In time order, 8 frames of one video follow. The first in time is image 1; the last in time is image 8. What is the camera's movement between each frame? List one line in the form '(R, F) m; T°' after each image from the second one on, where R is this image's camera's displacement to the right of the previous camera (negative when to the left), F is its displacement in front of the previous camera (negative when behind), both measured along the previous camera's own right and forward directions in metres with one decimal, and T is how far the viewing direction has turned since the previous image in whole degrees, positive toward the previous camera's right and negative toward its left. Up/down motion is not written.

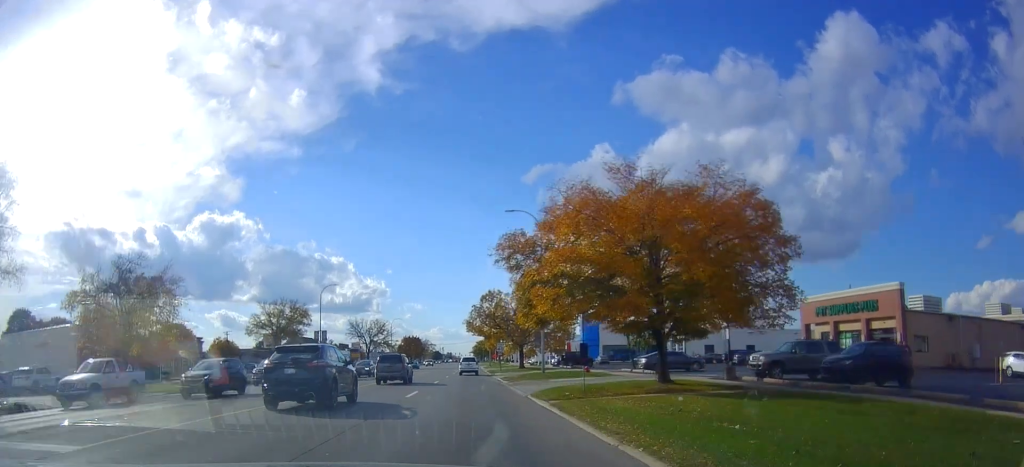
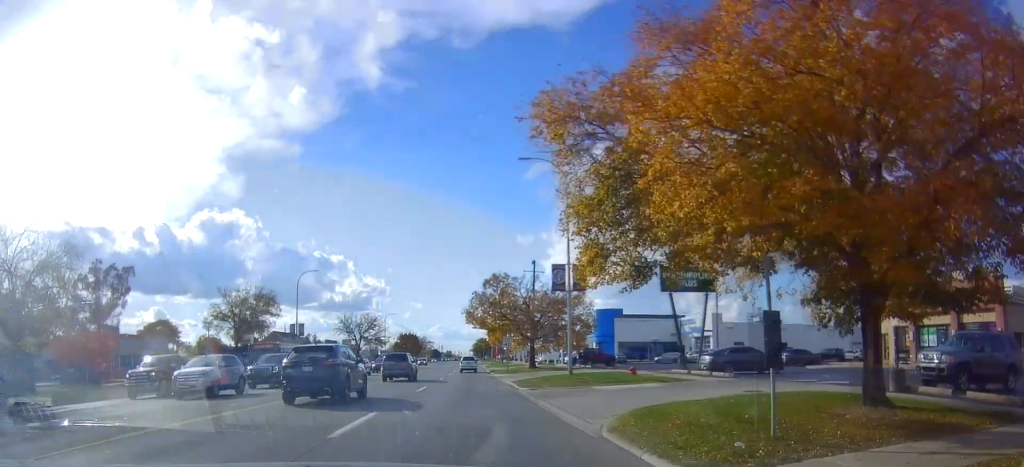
(0.0, +10.0) m; 0°
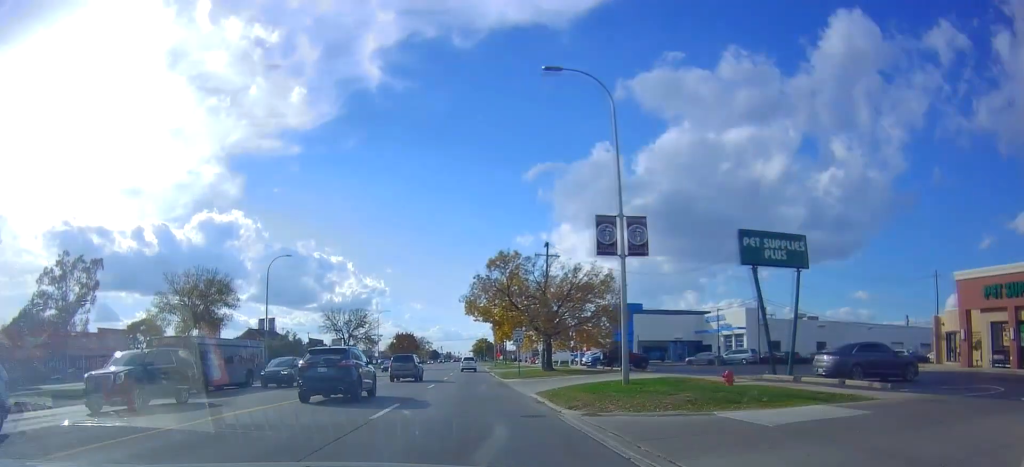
(+0.2, +10.0) m; 0°
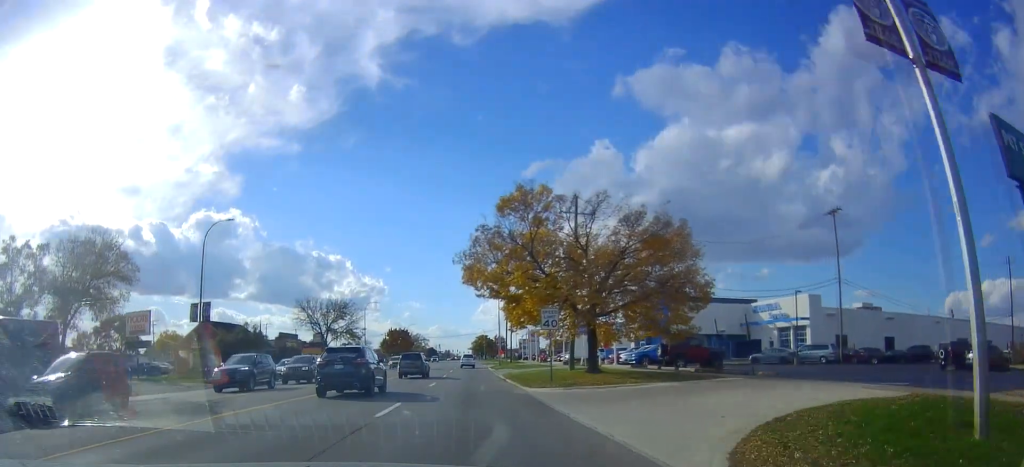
(-0.1, +14.6) m; +1°
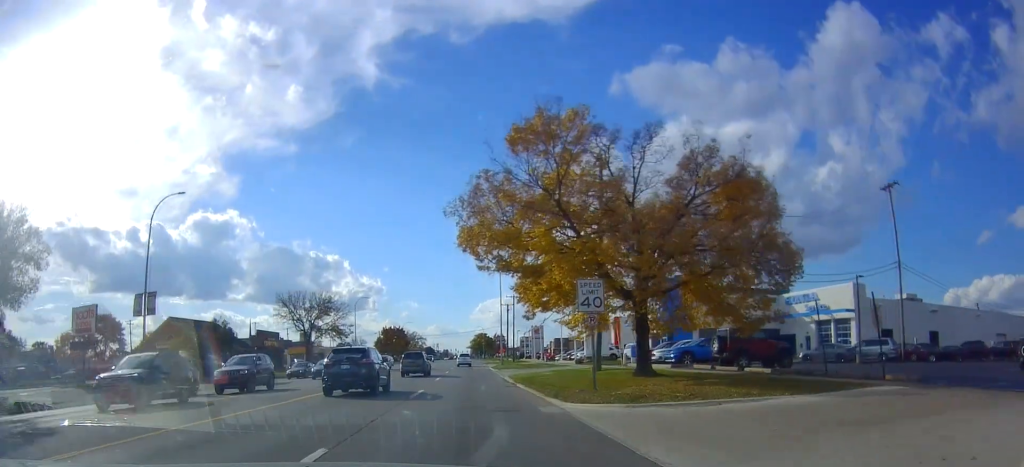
(+0.2, +7.8) m; +1°
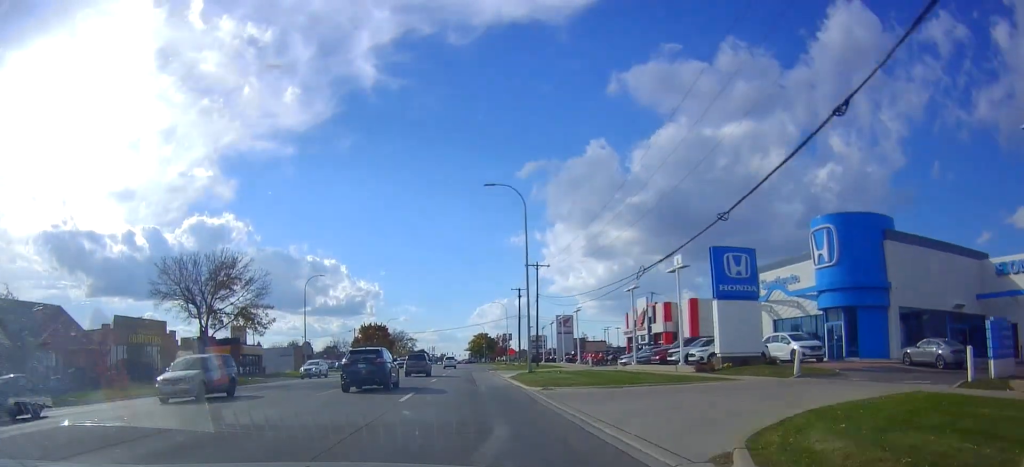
(-0.9, +30.7) m; -2°
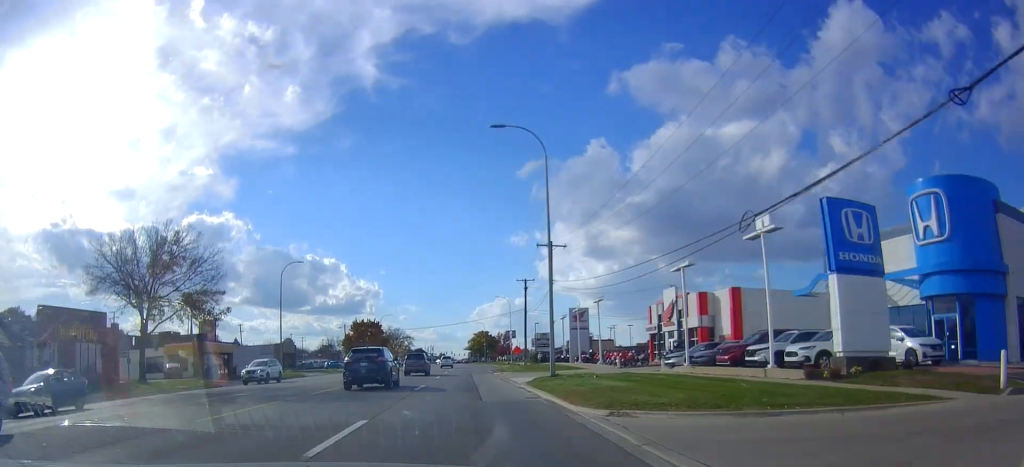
(+0.3, +9.7) m; 0°
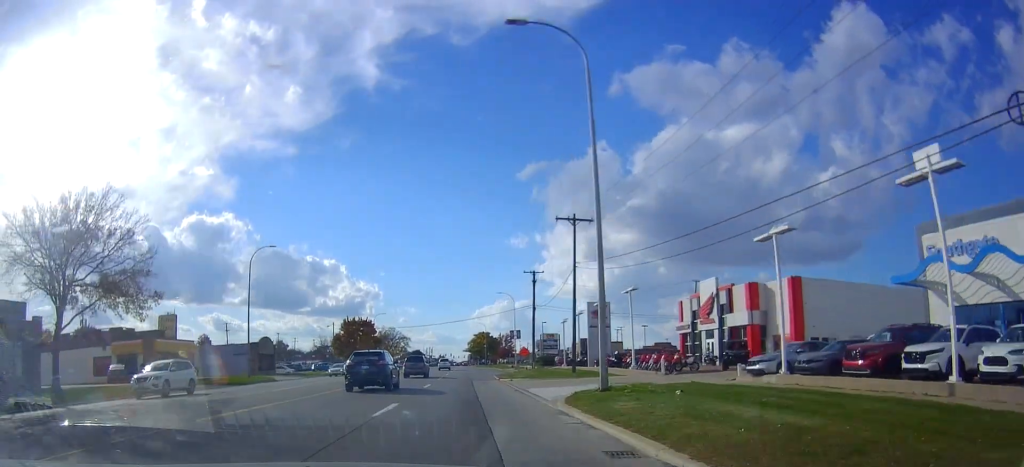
(+0.1, +9.8) m; 0°
